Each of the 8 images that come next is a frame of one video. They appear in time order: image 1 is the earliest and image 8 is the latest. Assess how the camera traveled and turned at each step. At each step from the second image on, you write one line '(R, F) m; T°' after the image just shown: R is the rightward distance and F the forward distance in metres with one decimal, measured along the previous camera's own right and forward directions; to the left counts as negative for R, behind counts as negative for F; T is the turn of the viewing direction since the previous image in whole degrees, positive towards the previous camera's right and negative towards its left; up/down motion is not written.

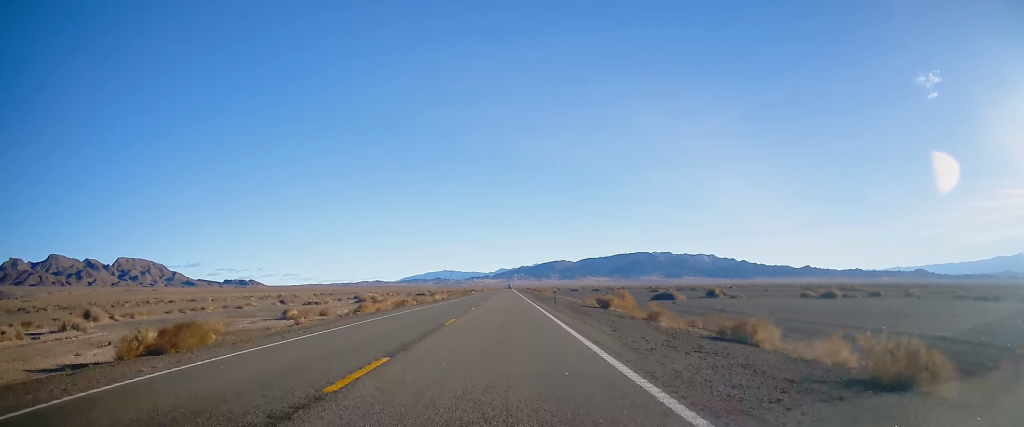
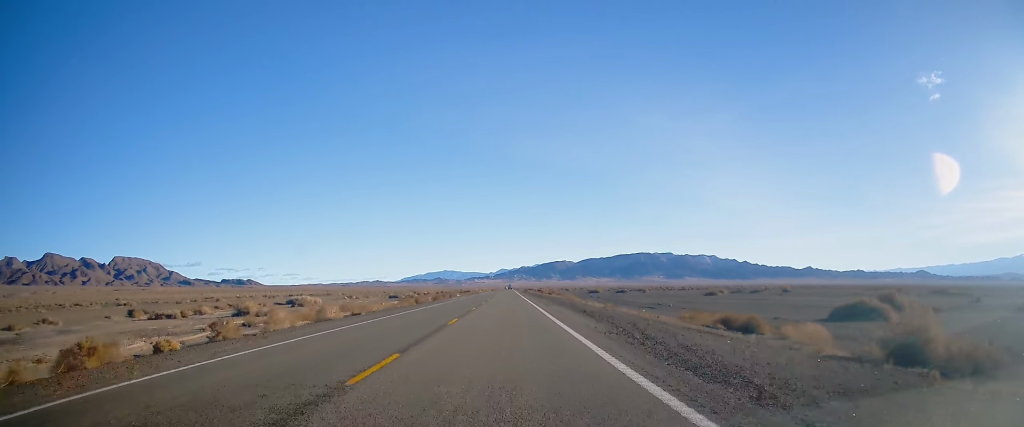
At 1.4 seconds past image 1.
(-0.2, +48.2) m; 0°
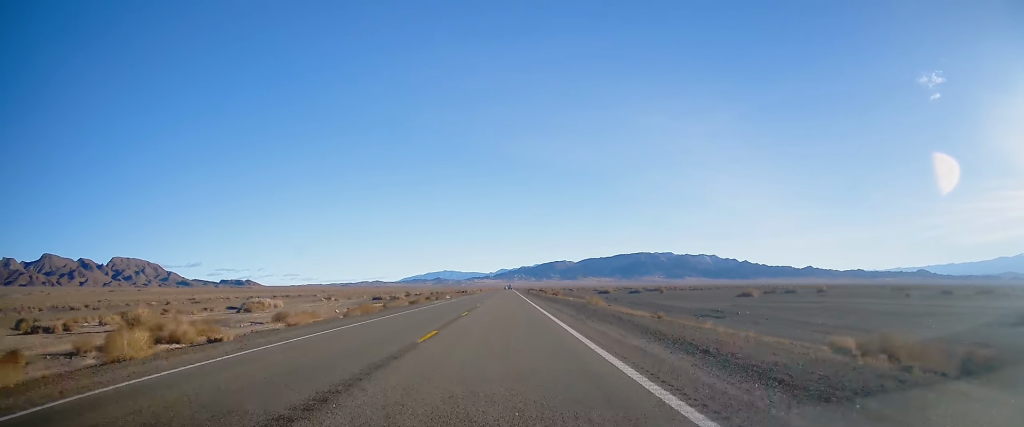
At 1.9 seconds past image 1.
(+0.1, +18.9) m; 0°
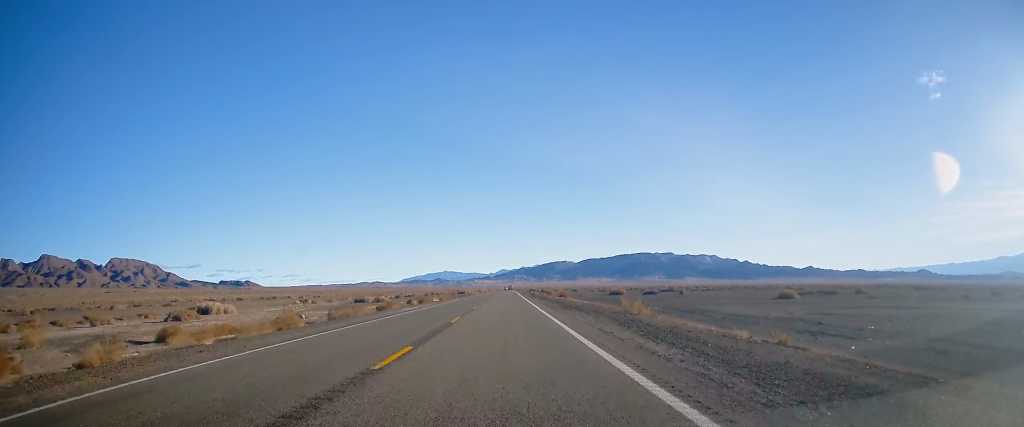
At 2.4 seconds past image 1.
(0.0, +16.5) m; 0°
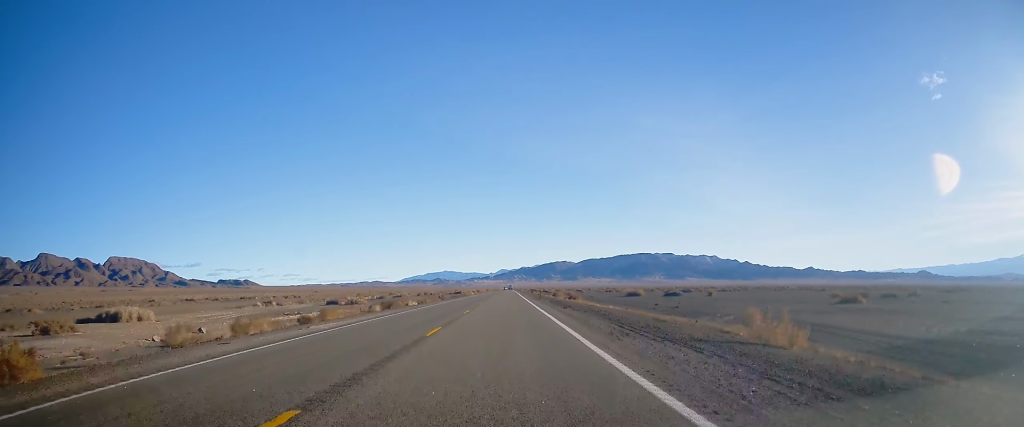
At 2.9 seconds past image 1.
(0.0, +18.8) m; 0°
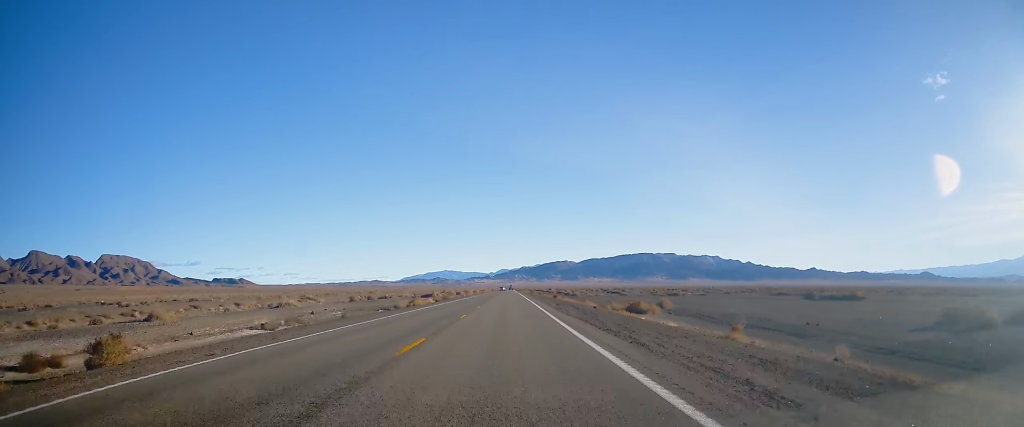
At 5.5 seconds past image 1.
(0.0, +89.2) m; 0°
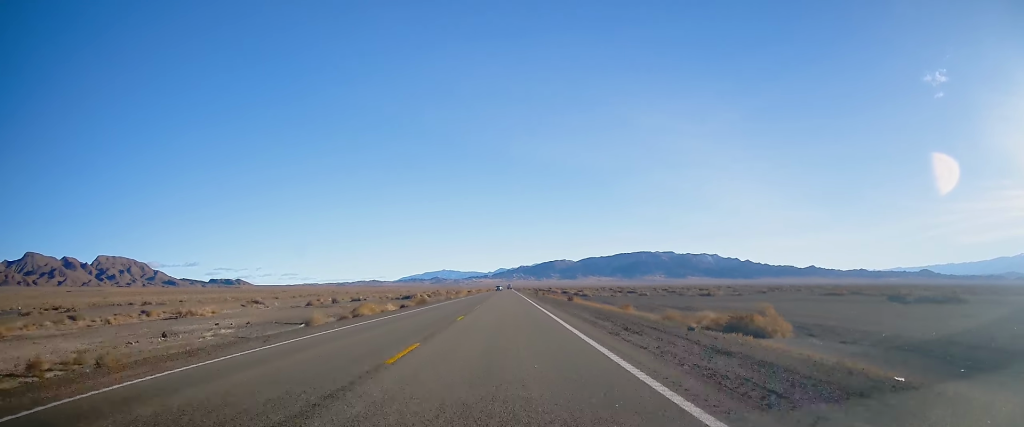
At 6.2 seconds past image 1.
(-0.1, +25.2) m; 0°
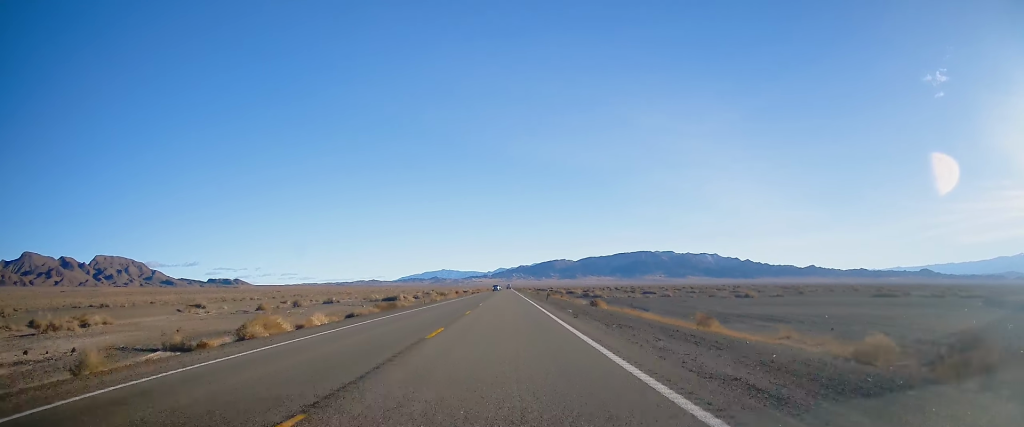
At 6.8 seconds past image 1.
(0.0, +19.4) m; 0°
